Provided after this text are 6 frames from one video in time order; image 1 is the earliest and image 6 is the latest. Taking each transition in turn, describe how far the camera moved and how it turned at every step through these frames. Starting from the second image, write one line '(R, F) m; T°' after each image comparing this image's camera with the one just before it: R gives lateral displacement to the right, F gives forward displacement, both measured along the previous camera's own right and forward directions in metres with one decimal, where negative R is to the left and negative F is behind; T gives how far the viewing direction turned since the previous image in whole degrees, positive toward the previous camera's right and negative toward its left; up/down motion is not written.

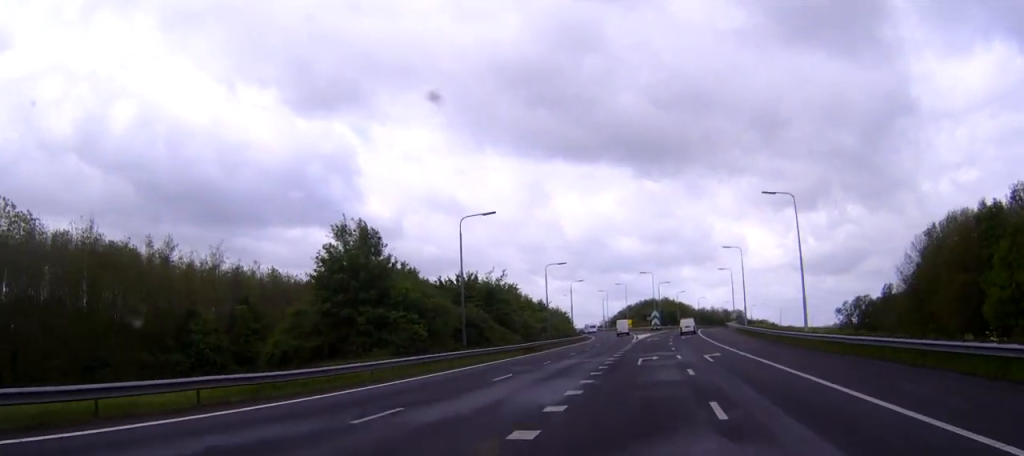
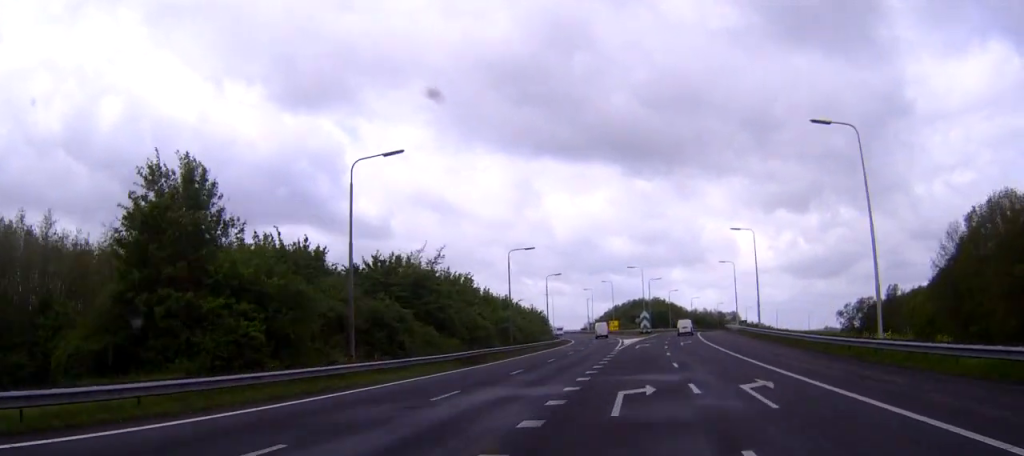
(+0.2, +17.9) m; +1°
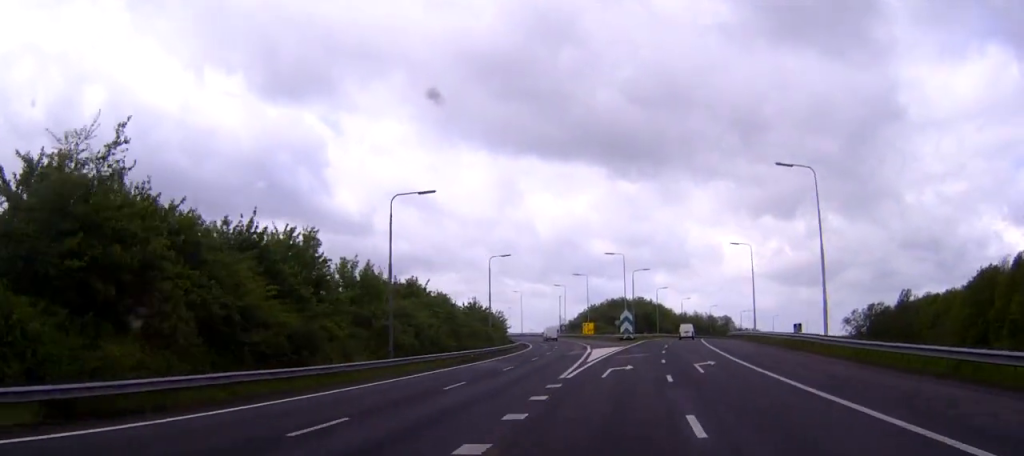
(+0.3, +30.5) m; +1°
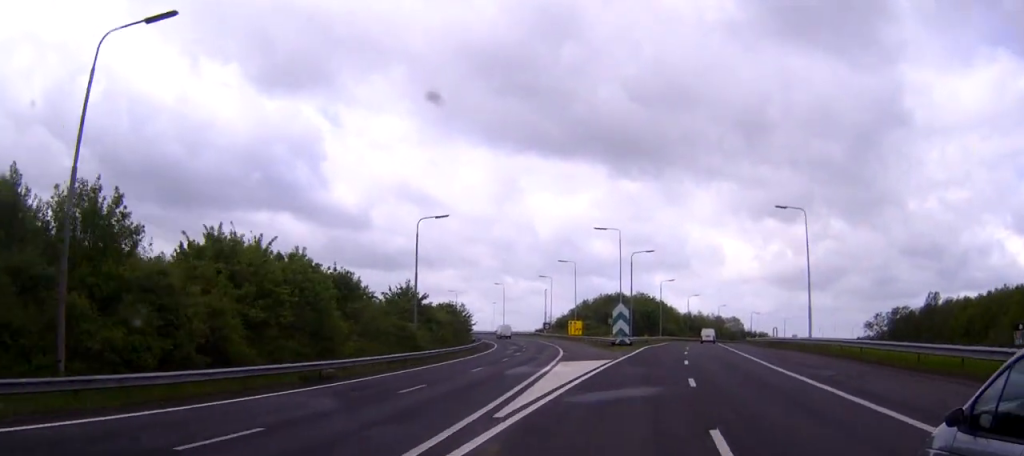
(+0.4, +26.1) m; +1°
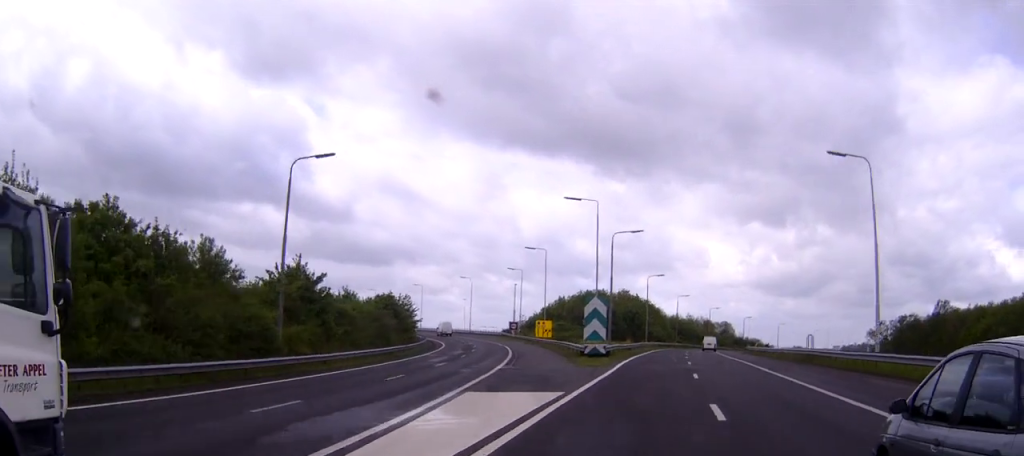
(-0.1, +18.3) m; +1°
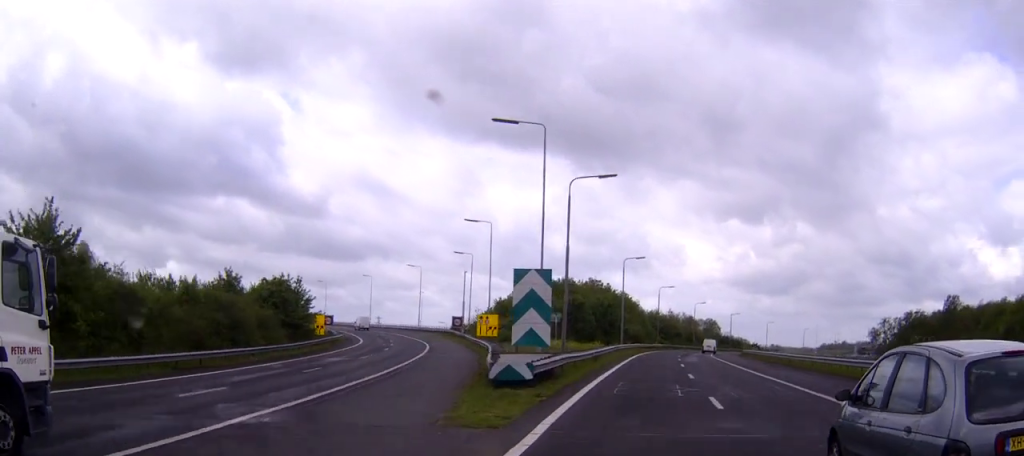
(+0.4, +21.3) m; +2°
